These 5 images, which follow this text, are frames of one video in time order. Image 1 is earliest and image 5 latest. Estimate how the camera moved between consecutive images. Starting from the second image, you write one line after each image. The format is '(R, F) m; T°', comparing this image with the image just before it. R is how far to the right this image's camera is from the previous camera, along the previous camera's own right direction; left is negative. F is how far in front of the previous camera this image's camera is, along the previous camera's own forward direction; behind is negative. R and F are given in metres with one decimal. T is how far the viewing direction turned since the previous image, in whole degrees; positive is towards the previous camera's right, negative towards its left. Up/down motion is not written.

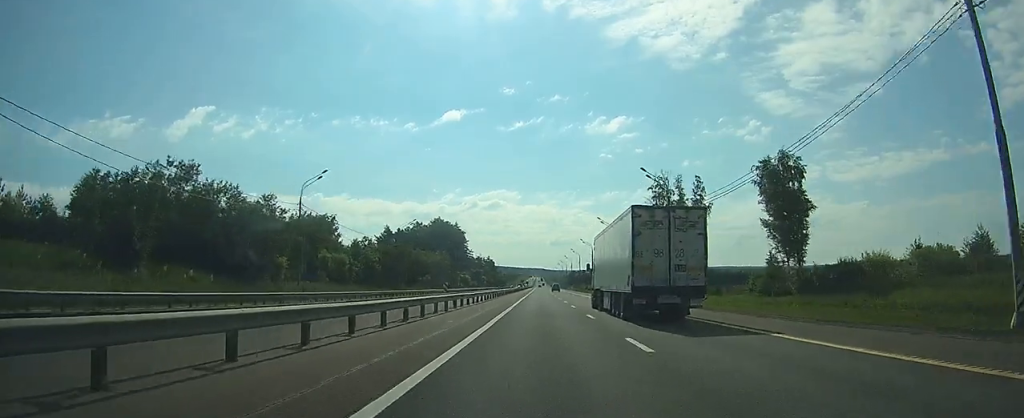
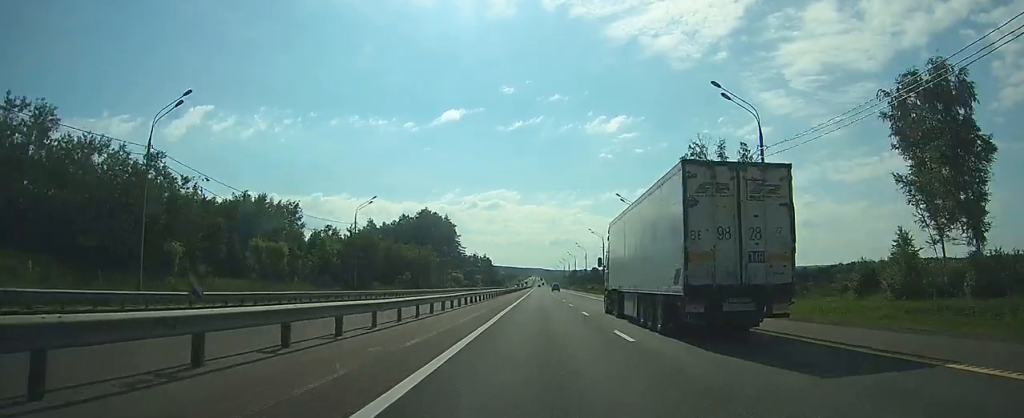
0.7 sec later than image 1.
(0.0, +21.8) m; 0°
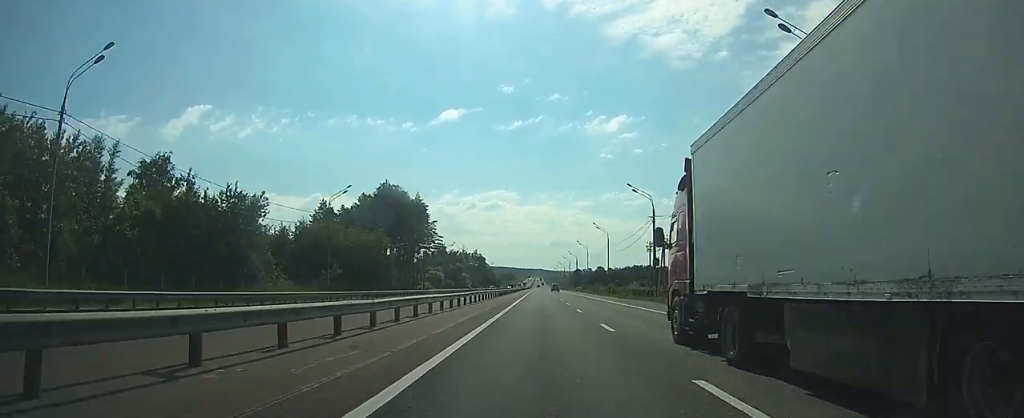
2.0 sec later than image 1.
(-0.1, +44.6) m; 0°
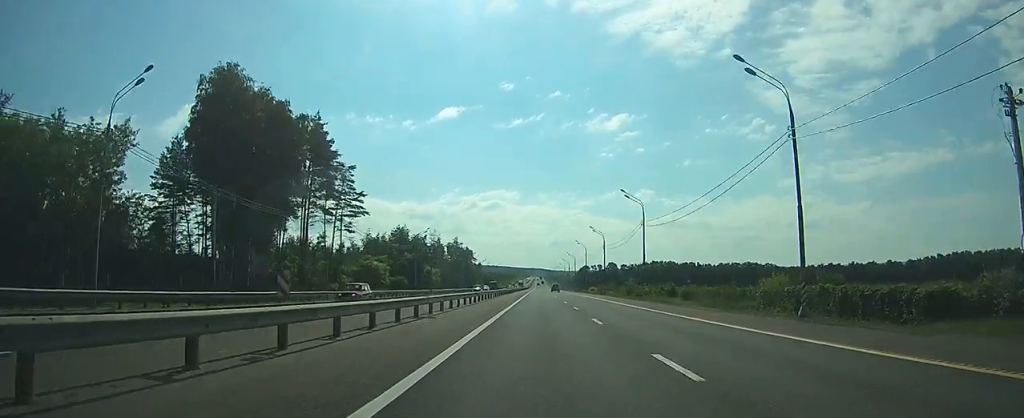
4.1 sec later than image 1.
(-0.2, +68.3) m; 0°
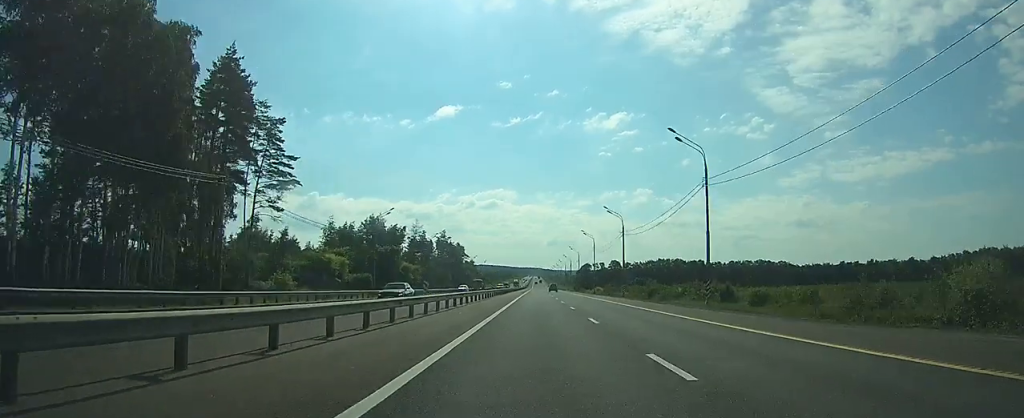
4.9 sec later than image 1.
(0.0, +23.9) m; 0°
